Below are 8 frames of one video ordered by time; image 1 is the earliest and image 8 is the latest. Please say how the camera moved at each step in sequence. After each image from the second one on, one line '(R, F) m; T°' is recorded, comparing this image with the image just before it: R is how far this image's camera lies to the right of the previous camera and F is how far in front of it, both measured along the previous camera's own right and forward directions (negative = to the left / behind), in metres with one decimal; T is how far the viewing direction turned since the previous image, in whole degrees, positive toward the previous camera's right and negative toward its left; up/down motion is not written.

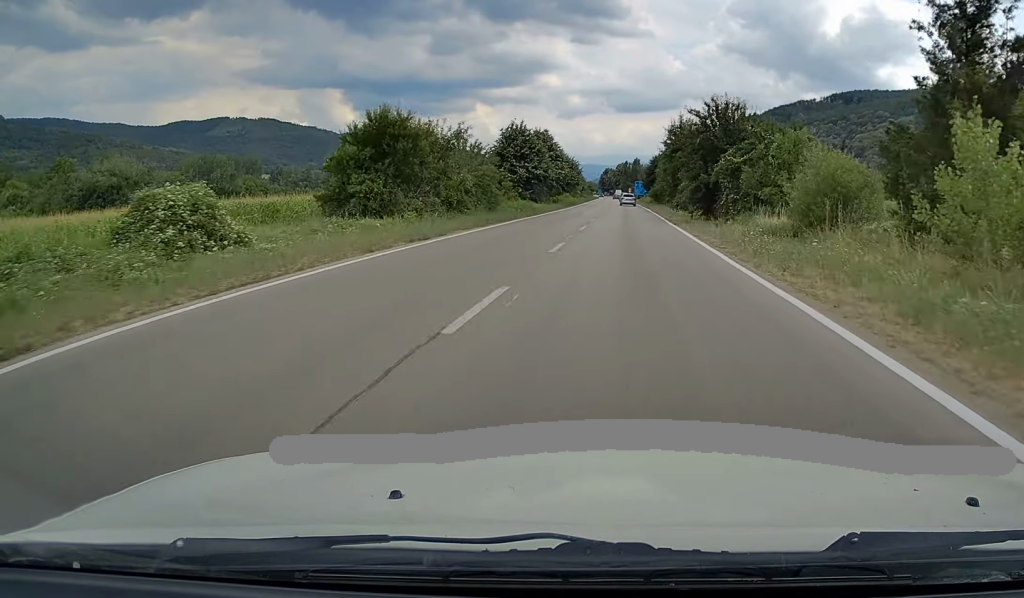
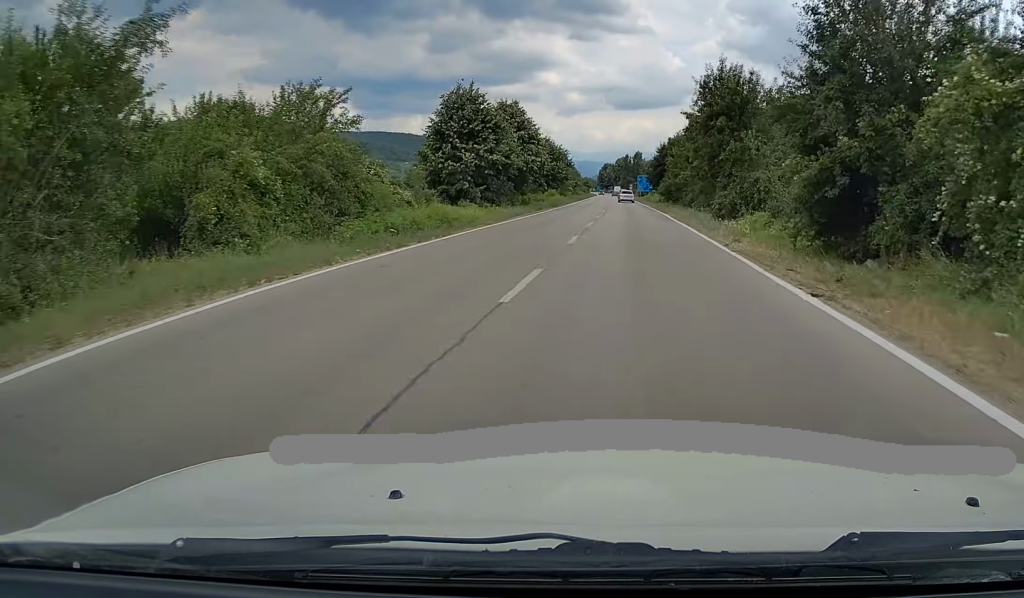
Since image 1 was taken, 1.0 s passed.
(+0.1, +24.9) m; 0°
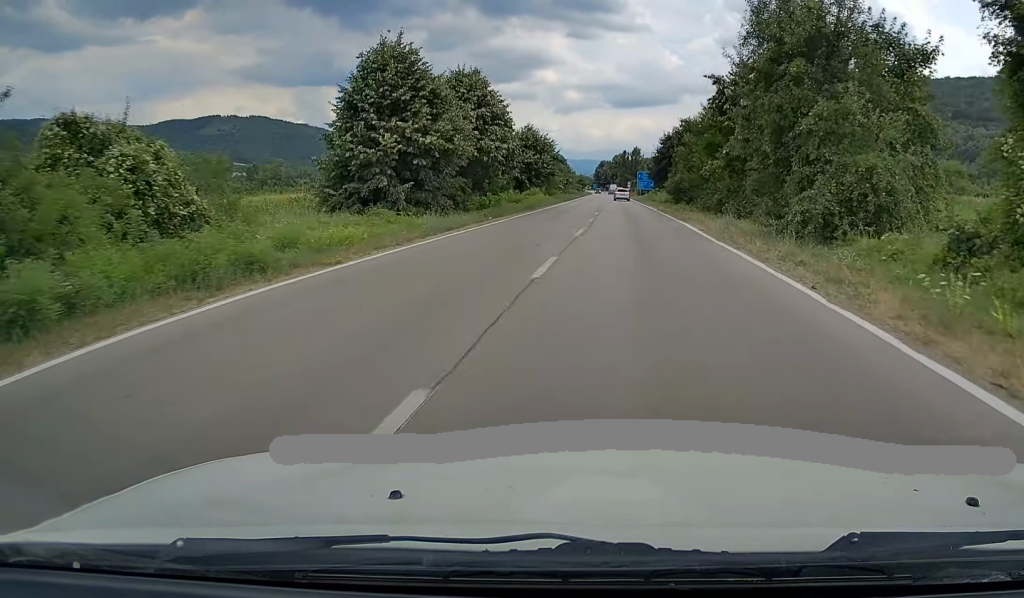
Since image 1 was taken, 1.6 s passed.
(0.0, +15.7) m; 0°
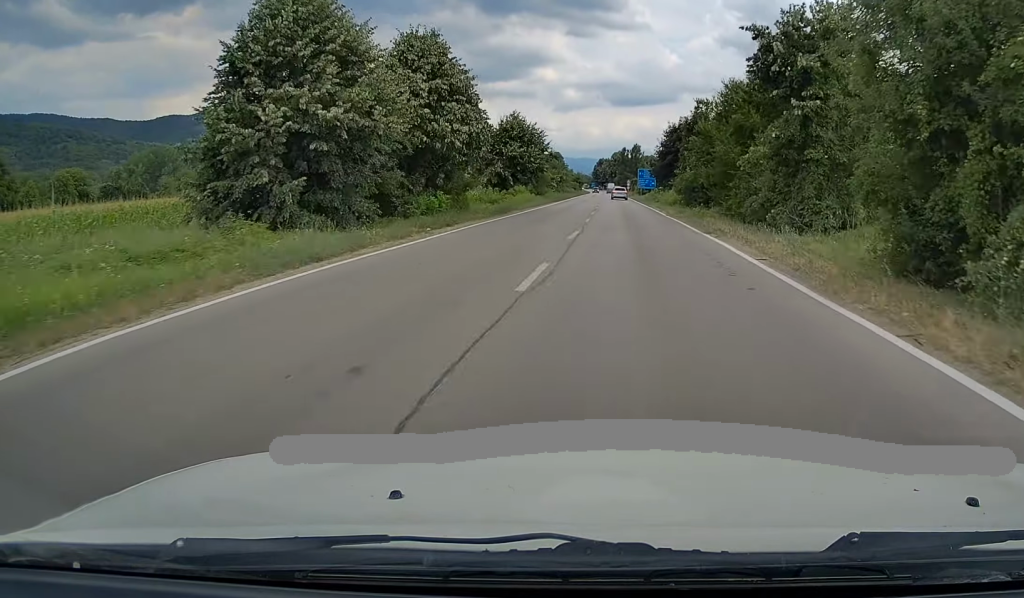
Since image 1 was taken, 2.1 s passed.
(0.0, +10.6) m; 0°
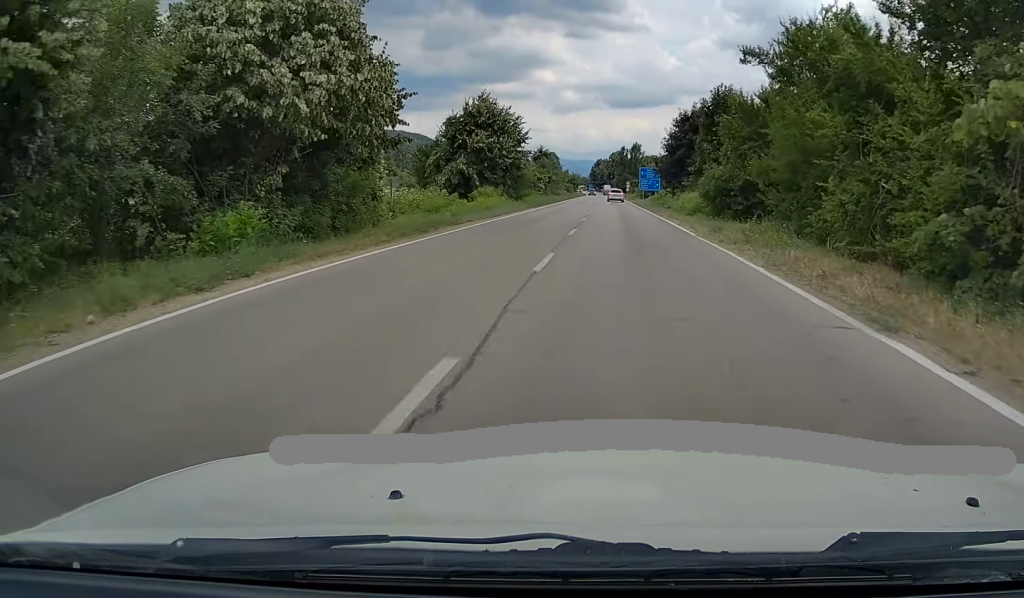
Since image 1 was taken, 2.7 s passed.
(0.0, +15.4) m; 0°
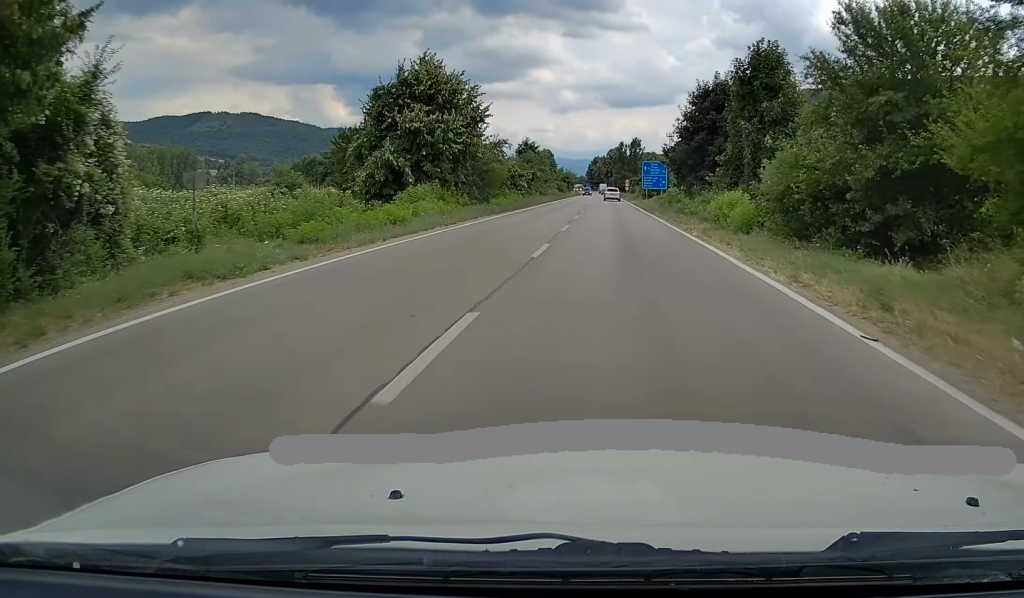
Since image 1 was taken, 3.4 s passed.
(+0.1, +15.9) m; 0°
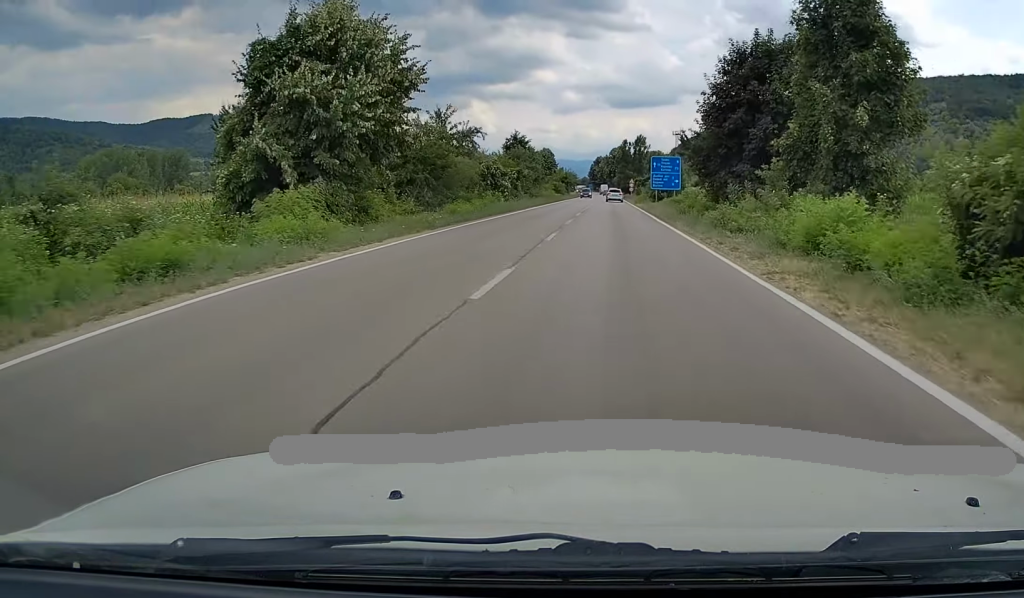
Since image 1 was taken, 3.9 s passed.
(0.0, +13.1) m; 0°
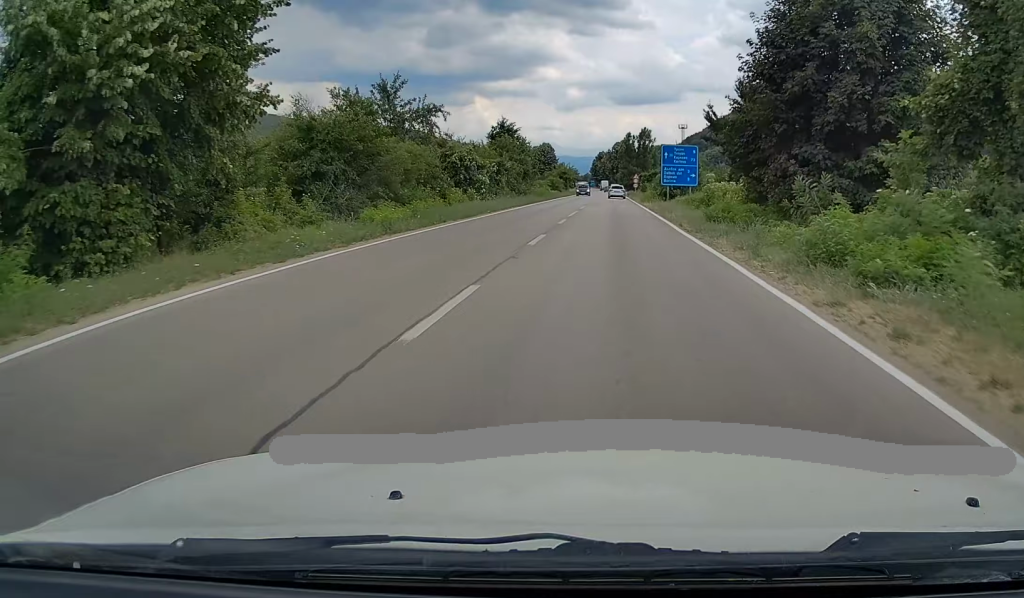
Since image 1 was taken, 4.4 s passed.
(0.0, +11.5) m; 0°
